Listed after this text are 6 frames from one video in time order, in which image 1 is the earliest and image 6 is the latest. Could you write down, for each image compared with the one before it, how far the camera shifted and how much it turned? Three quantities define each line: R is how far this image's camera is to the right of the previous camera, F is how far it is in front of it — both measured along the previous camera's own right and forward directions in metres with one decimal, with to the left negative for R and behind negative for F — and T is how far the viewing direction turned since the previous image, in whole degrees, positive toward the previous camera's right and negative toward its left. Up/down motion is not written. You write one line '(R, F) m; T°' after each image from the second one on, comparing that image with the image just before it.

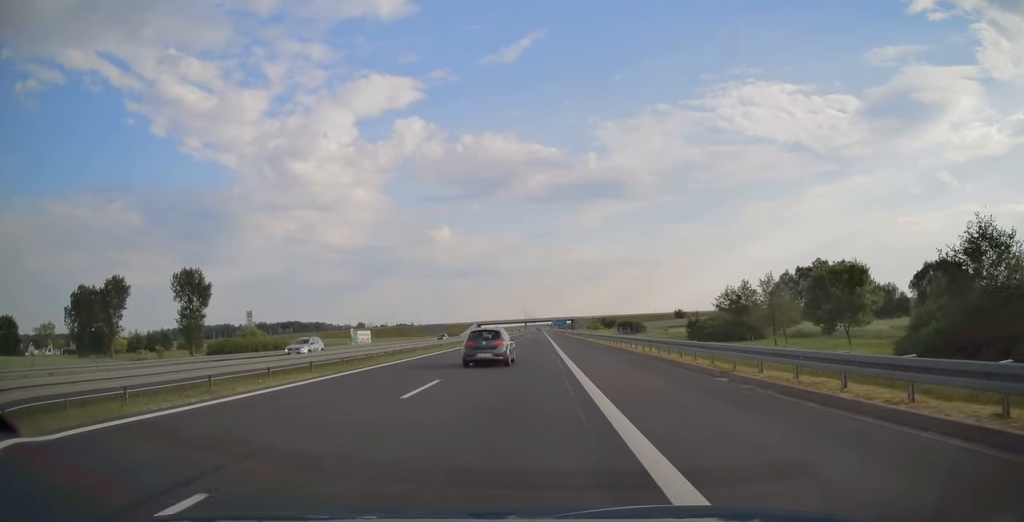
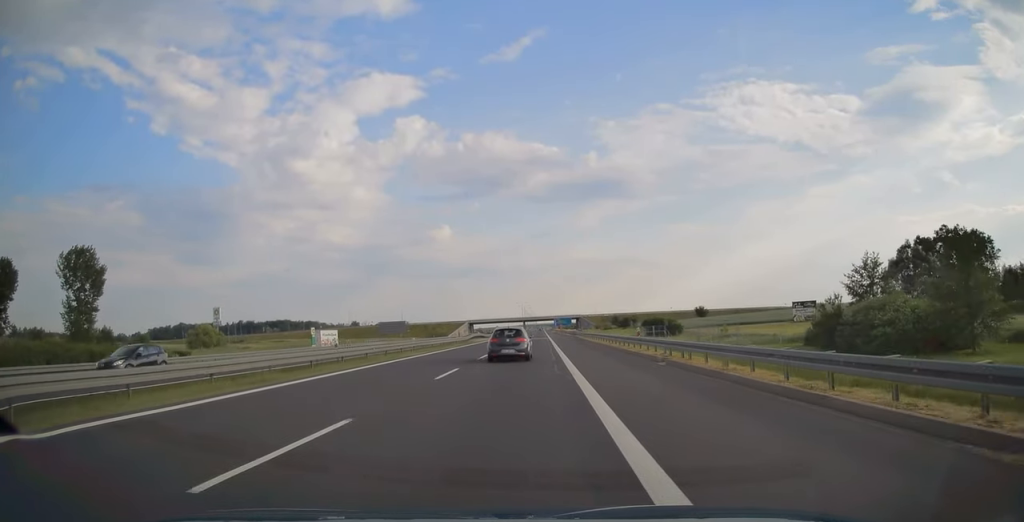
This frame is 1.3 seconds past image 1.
(0.0, +43.7) m; 0°
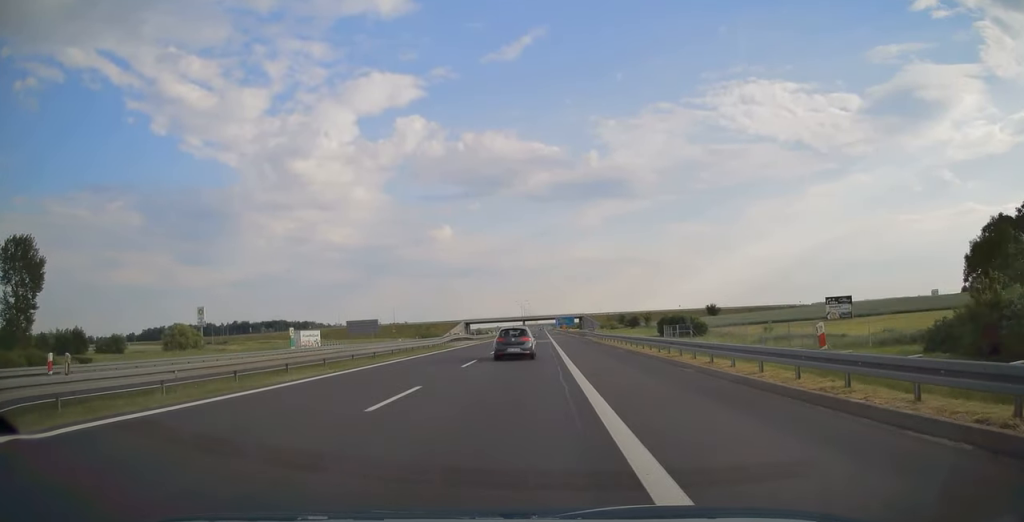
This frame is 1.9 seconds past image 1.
(0.0, +18.6) m; 0°
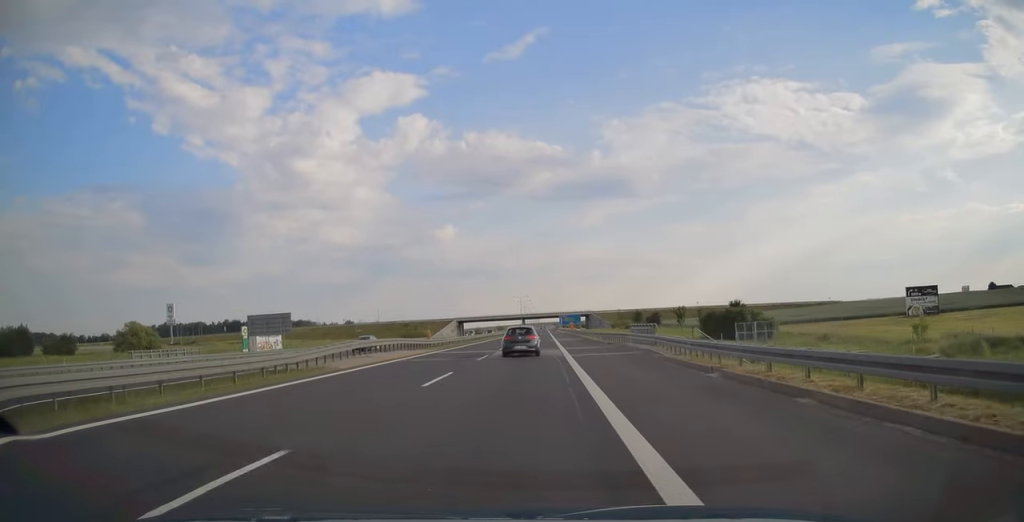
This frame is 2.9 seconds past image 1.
(-0.1, +32.2) m; 0°
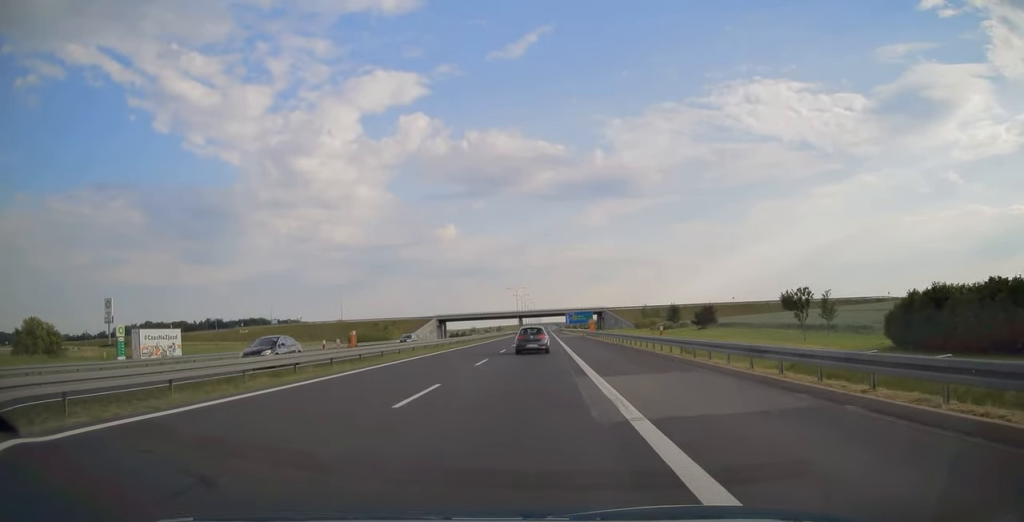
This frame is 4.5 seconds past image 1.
(-0.1, +51.9) m; 0°
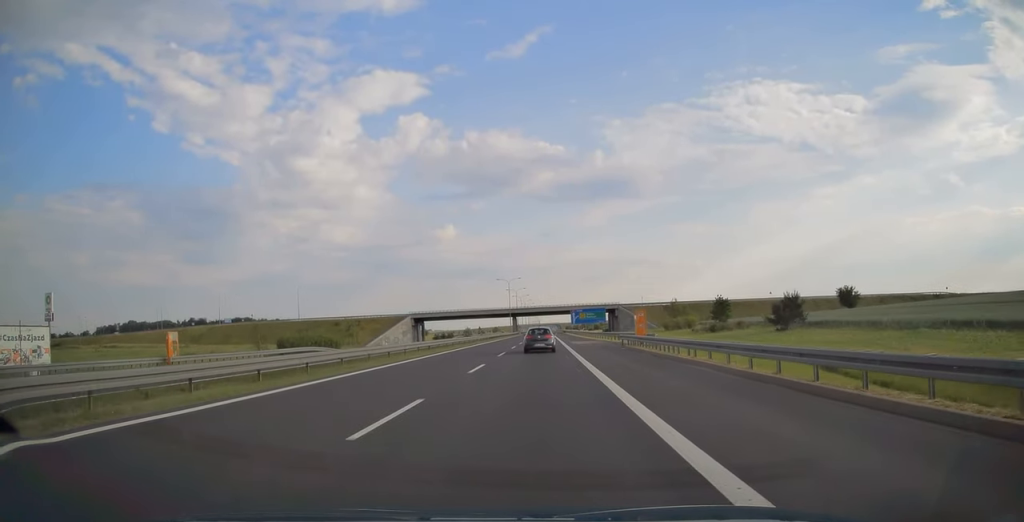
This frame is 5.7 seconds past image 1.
(0.0, +39.4) m; 0°
